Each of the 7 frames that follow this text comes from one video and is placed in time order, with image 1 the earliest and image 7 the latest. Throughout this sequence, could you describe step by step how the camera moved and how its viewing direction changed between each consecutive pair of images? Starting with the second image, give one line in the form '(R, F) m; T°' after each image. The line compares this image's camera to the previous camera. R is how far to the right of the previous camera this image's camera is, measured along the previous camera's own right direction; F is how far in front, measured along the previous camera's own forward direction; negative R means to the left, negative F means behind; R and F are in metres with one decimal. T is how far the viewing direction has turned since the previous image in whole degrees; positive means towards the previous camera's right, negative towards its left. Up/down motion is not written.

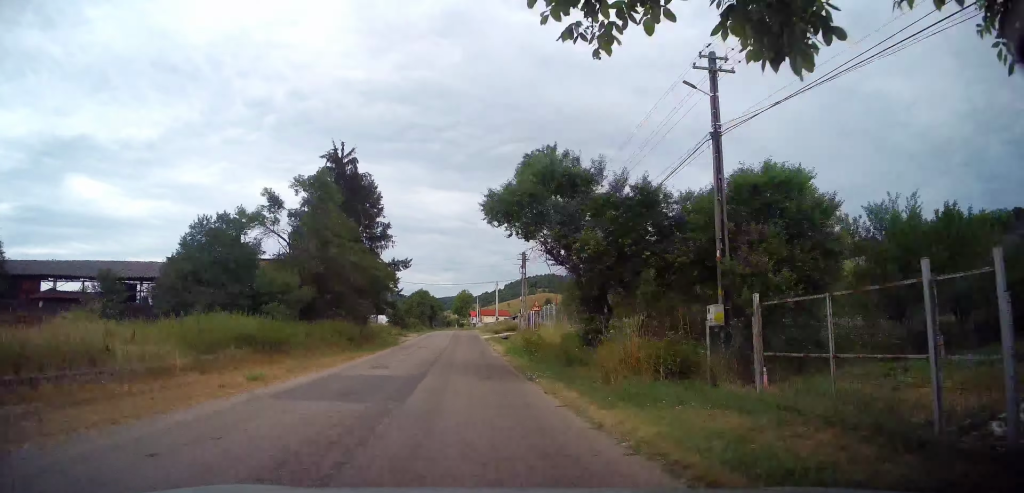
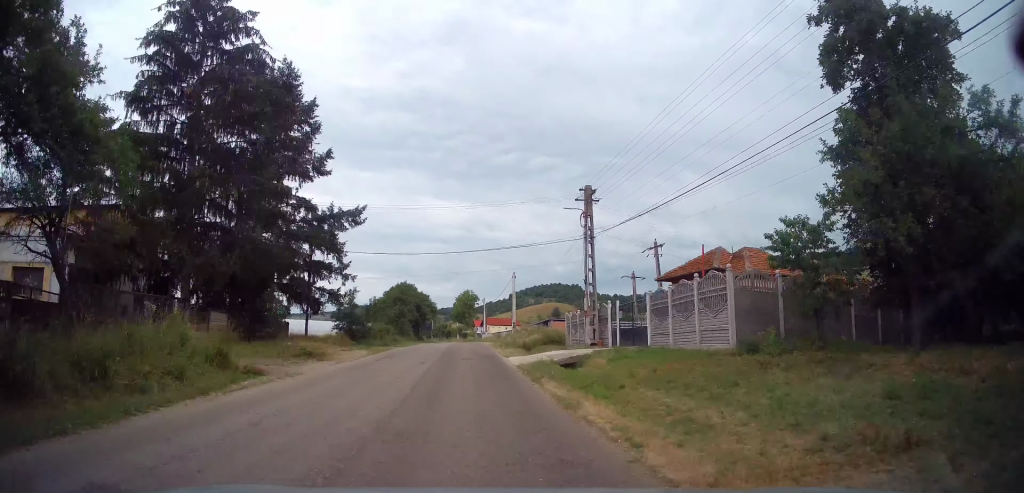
(+0.5, +28.4) m; +1°
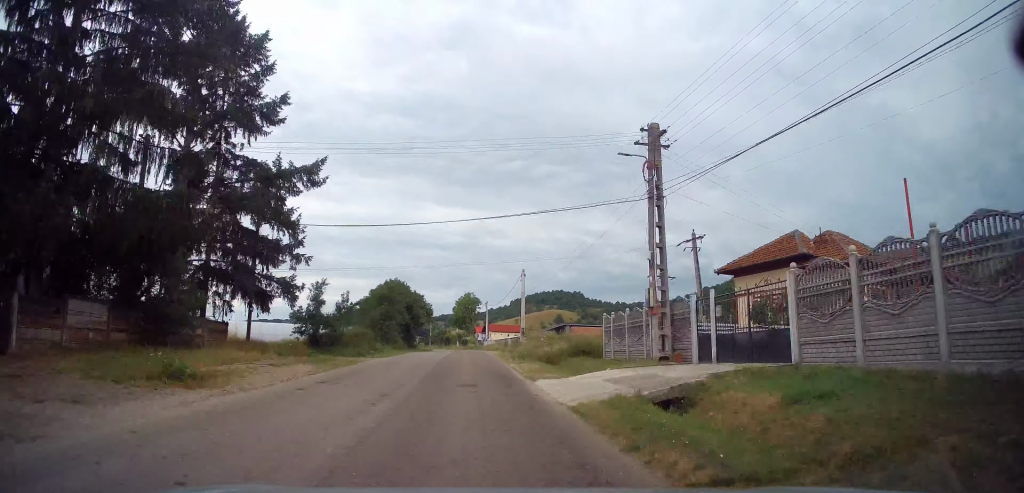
(-0.1, +9.3) m; -1°
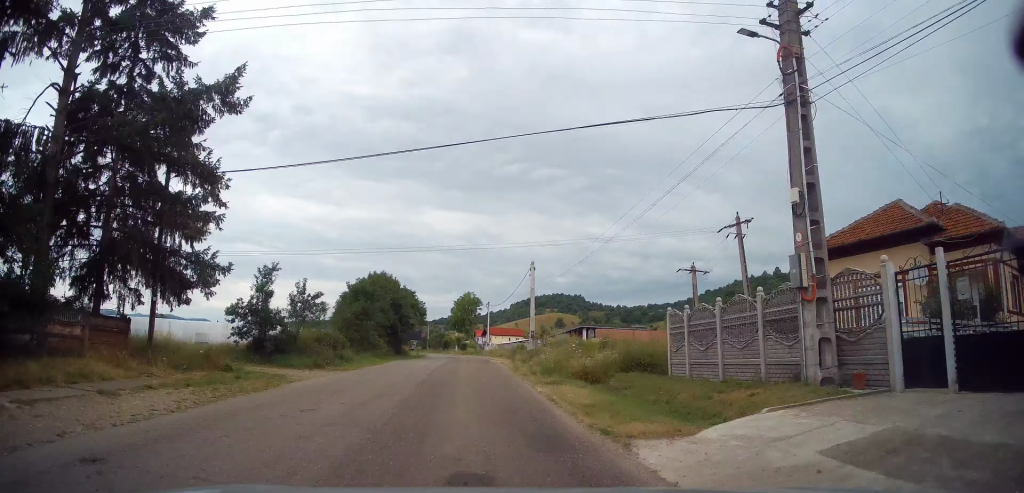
(0.0, +8.2) m; -1°
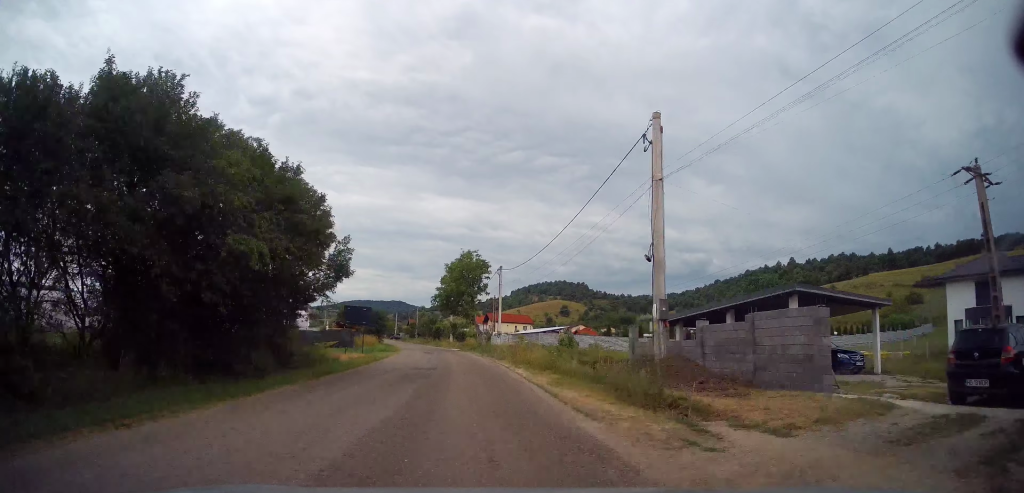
(-0.4, +31.2) m; +1°
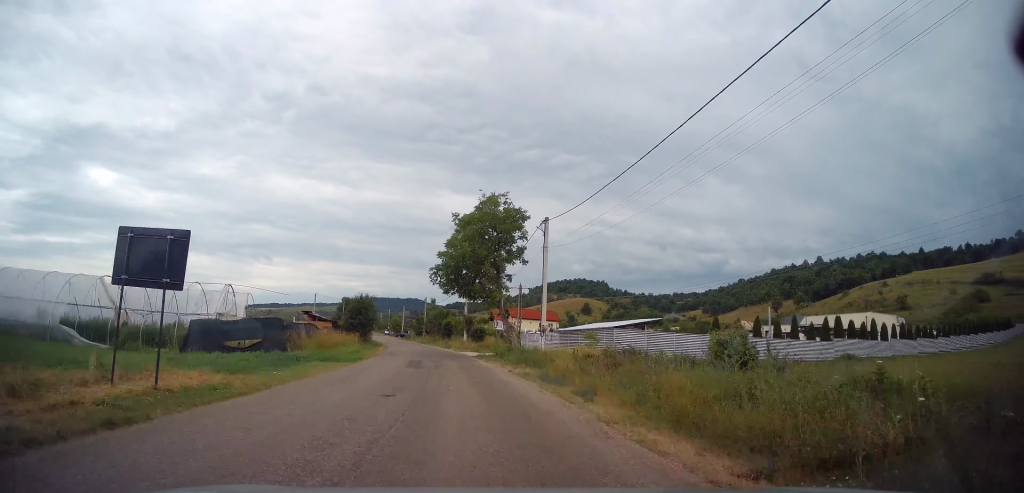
(+0.2, +20.9) m; -2°
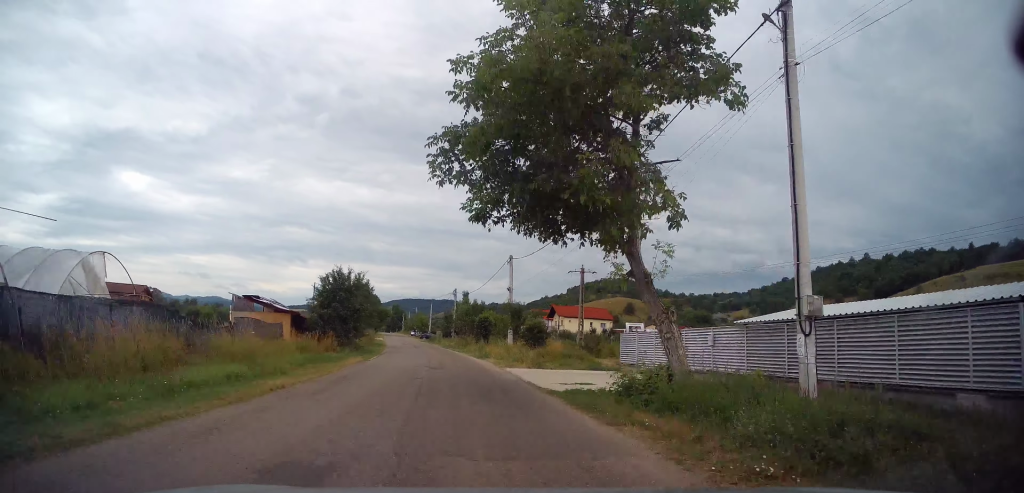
(-0.7, +21.7) m; -4°
